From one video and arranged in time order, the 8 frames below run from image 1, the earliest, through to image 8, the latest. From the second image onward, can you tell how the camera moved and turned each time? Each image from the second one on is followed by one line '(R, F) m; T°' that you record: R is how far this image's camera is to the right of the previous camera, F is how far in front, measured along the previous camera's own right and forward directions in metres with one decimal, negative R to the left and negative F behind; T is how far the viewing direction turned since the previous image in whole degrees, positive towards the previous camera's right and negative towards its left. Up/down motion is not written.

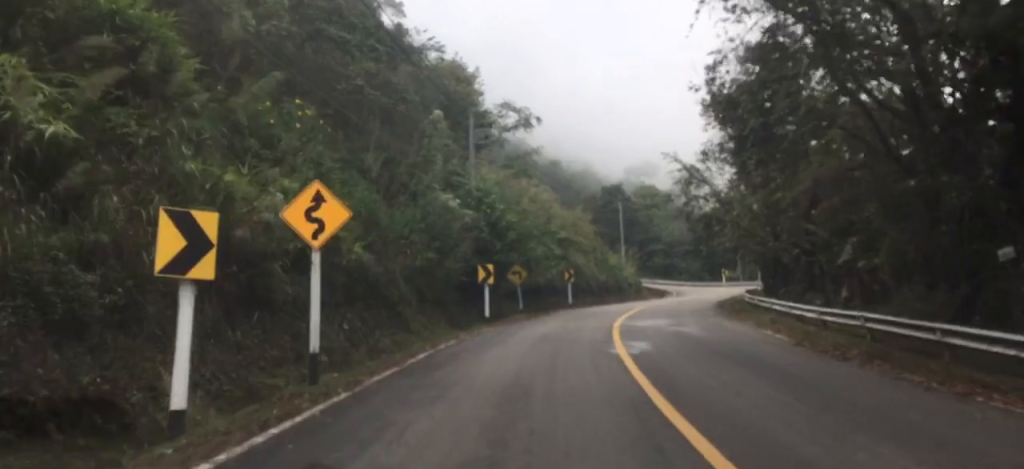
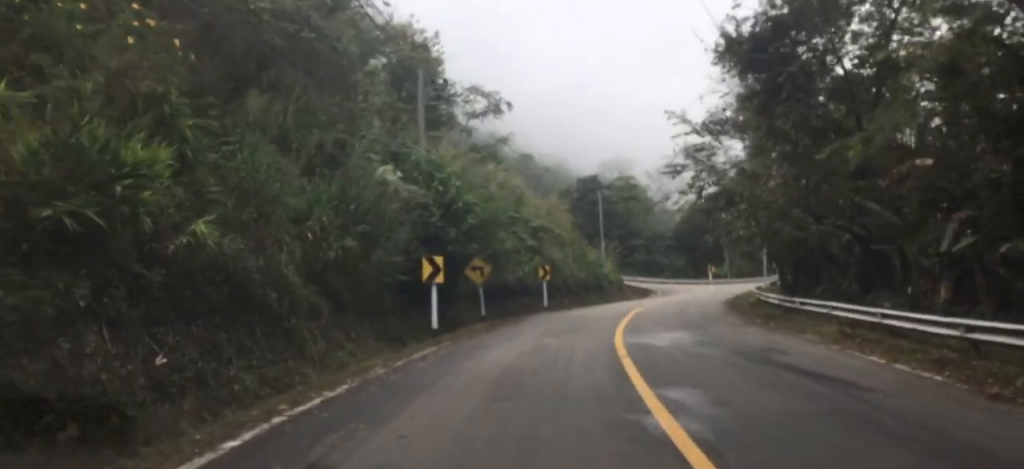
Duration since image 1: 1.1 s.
(-0.8, +9.3) m; +1°
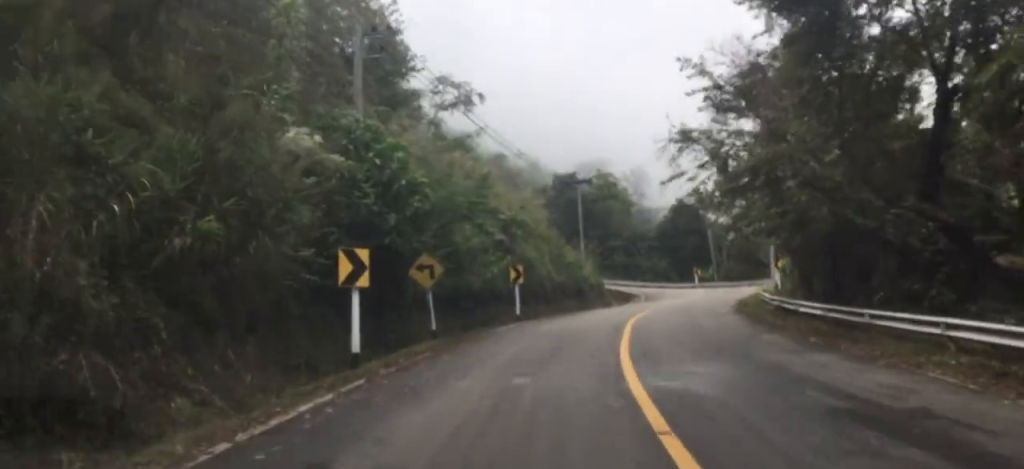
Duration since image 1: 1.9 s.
(+0.9, +7.3) m; +2°
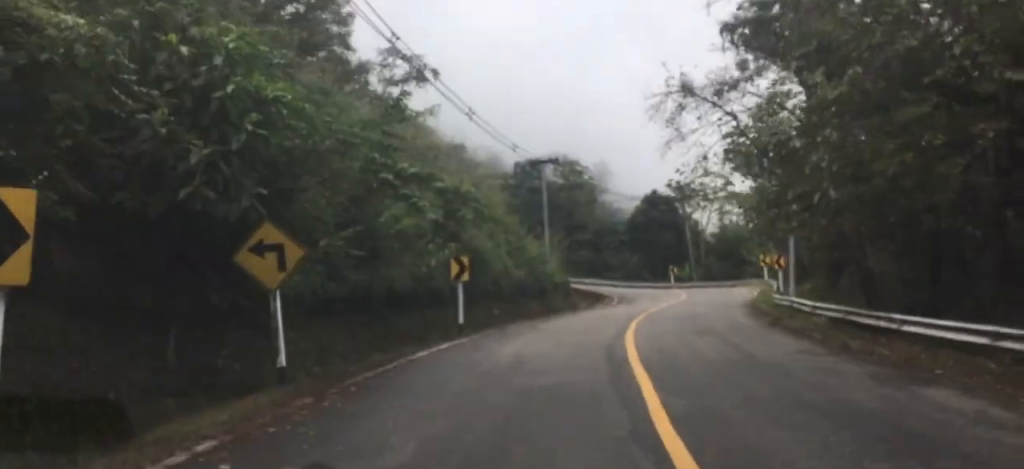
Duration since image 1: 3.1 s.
(-0.7, +10.0) m; -6°
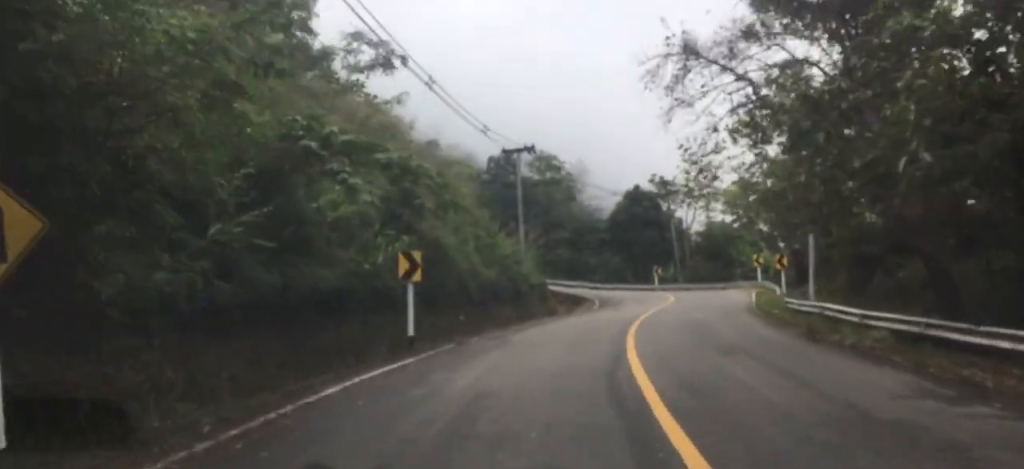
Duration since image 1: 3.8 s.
(-0.2, +5.7) m; +3°
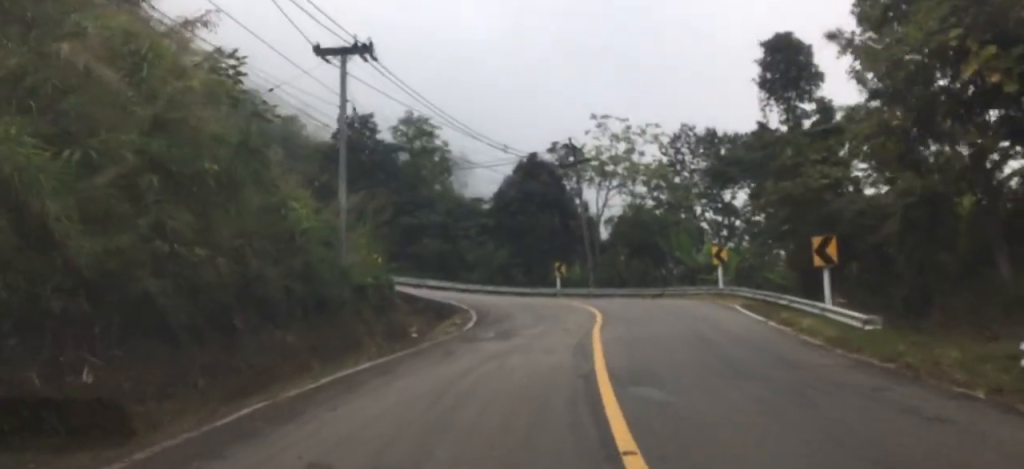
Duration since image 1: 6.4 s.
(+5.2, +21.1) m; +13°
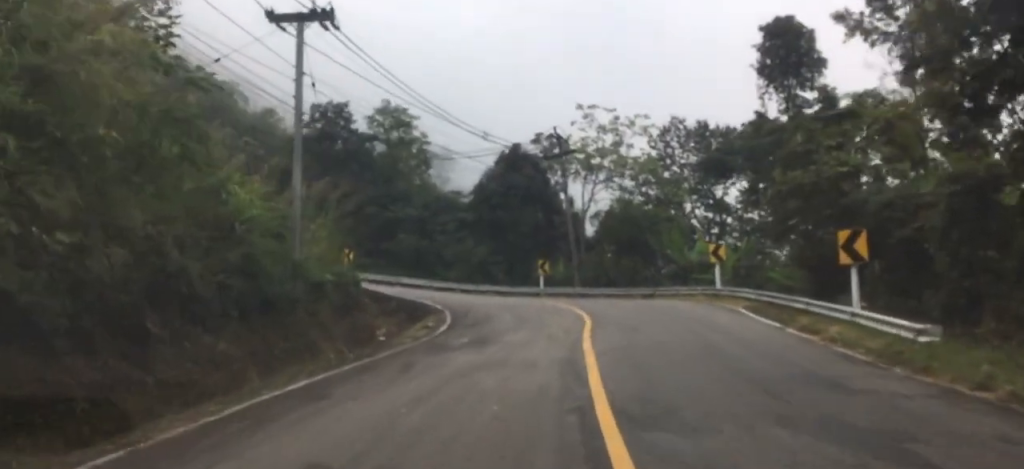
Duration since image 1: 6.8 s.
(-0.8, +3.3) m; -2°
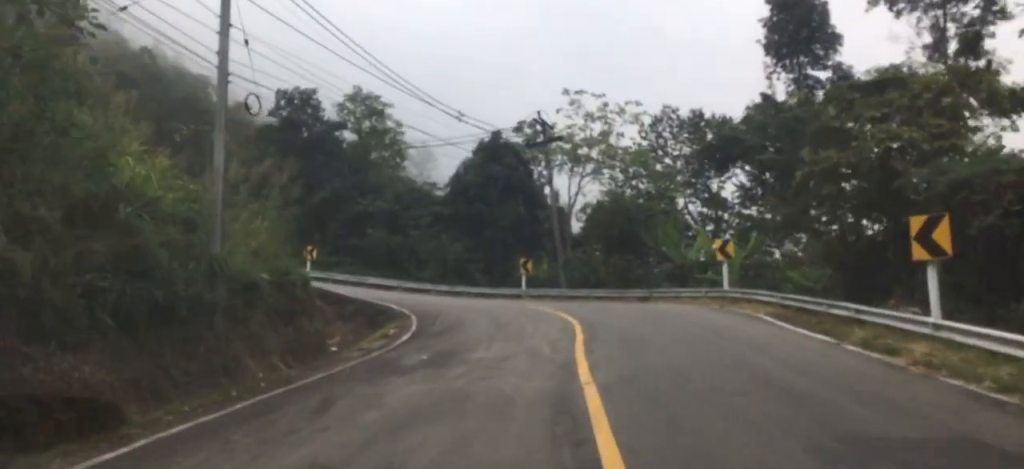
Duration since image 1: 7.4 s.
(0.0, +4.7) m; +2°
